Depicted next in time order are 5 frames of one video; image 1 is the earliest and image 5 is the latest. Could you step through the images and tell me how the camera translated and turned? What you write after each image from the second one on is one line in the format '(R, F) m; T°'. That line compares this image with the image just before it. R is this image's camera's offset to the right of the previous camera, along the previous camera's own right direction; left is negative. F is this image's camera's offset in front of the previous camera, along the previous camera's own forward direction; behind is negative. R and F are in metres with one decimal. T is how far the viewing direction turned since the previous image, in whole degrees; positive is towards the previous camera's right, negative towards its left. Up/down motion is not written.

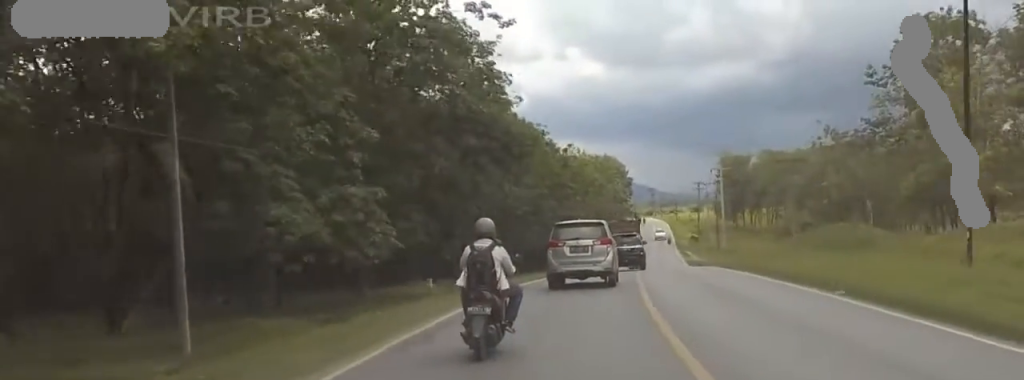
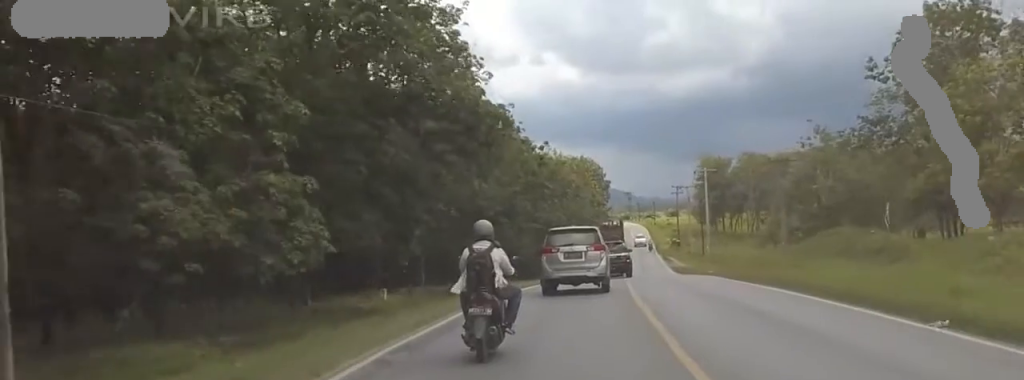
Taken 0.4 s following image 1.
(+0.2, +6.5) m; +2°
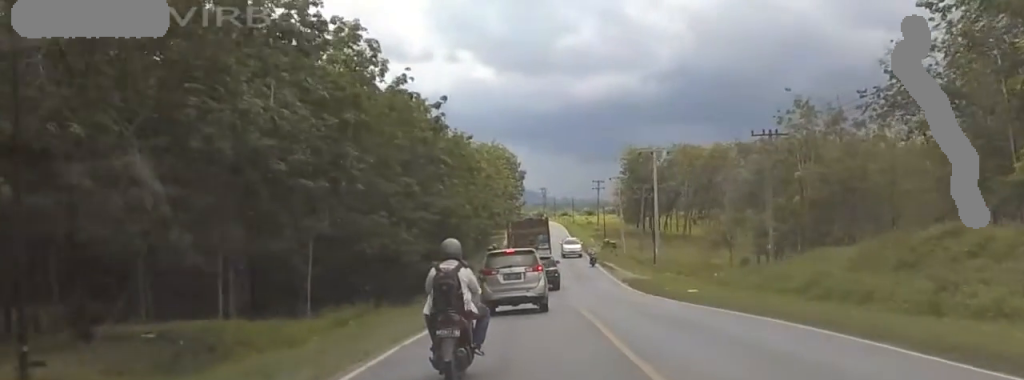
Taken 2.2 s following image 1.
(+2.5, +26.5) m; +5°
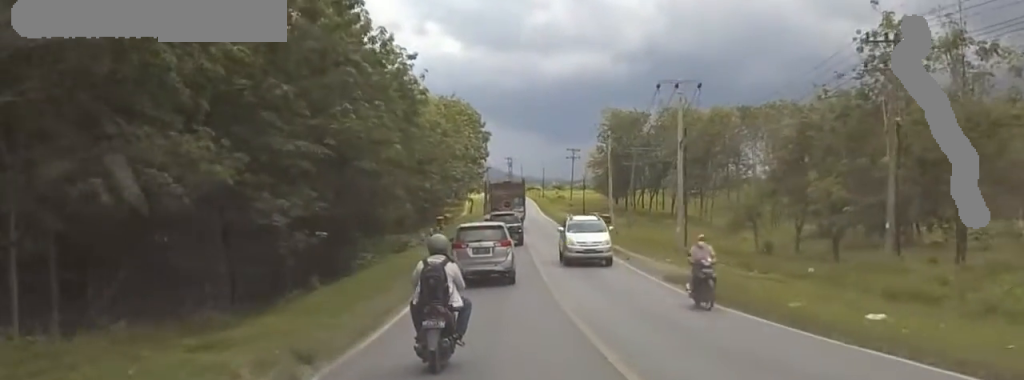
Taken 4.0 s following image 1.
(-1.0, +25.7) m; -2°
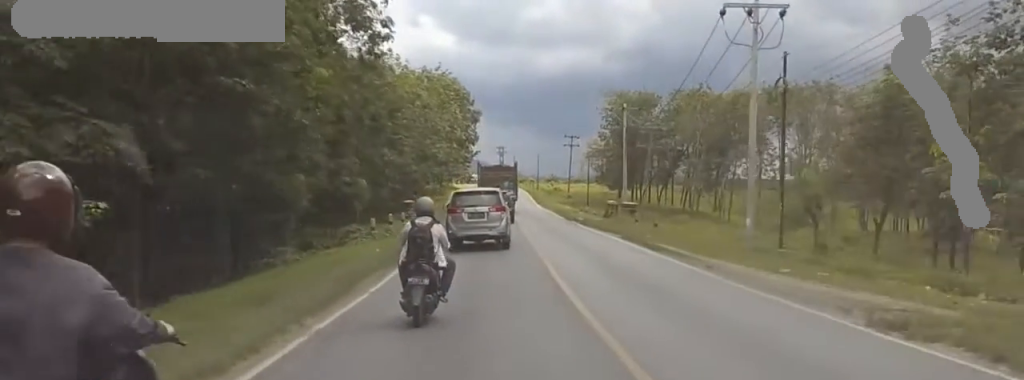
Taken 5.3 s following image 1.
(0.0, +17.3) m; 0°
